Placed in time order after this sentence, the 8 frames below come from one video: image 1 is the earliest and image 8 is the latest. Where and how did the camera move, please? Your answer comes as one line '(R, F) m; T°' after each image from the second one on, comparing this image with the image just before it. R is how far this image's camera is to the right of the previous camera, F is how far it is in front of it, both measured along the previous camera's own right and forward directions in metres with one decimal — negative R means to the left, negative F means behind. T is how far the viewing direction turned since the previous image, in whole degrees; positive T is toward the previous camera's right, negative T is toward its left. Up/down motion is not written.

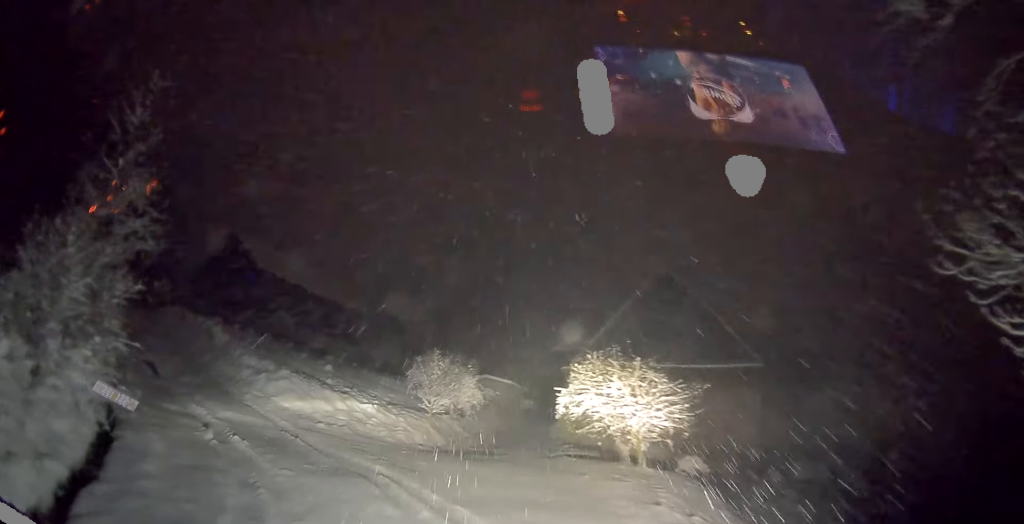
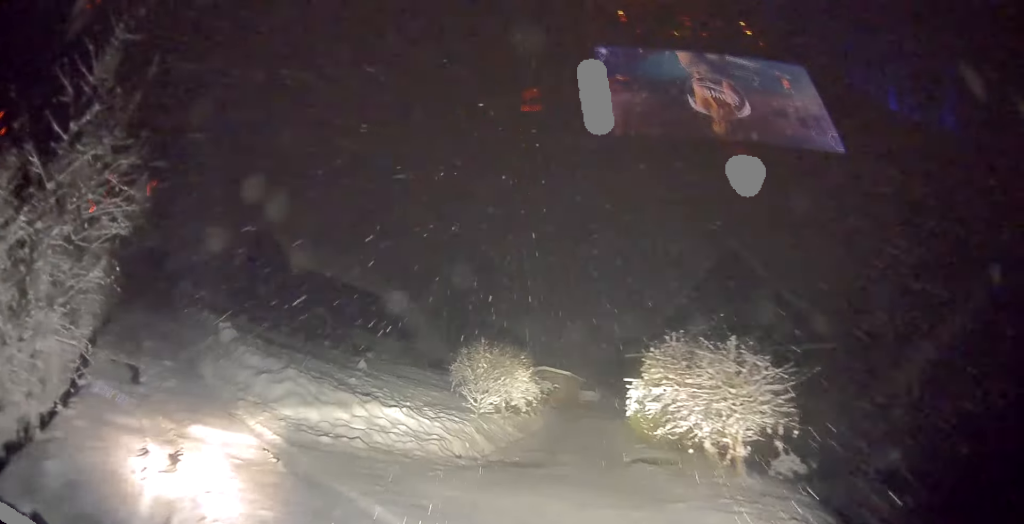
(-0.1, +3.0) m; -3°
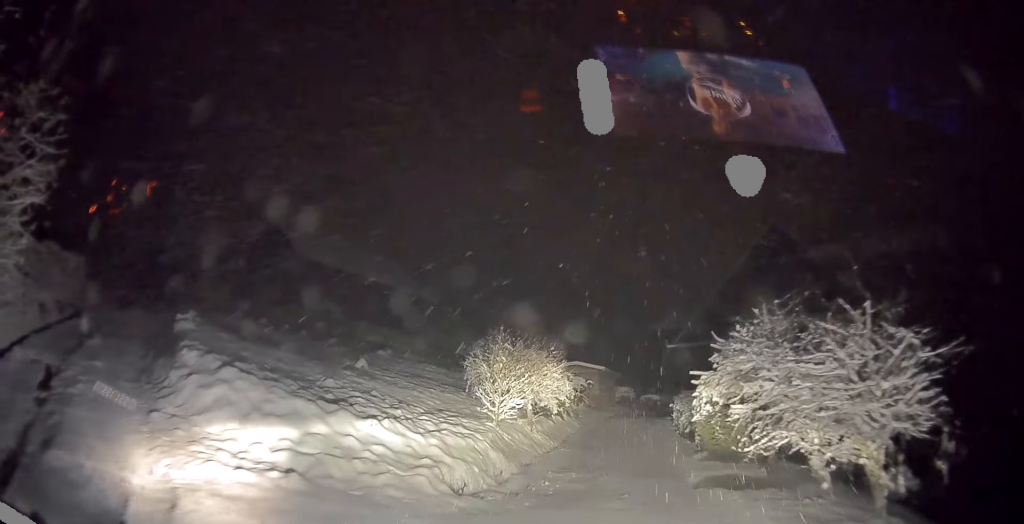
(-0.2, +3.5) m; -3°
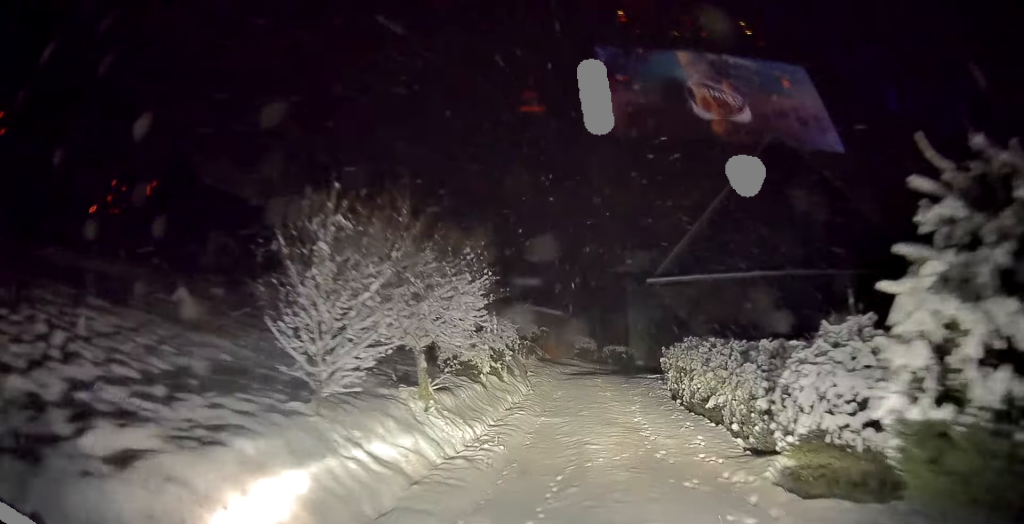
(0.0, +6.7) m; 0°
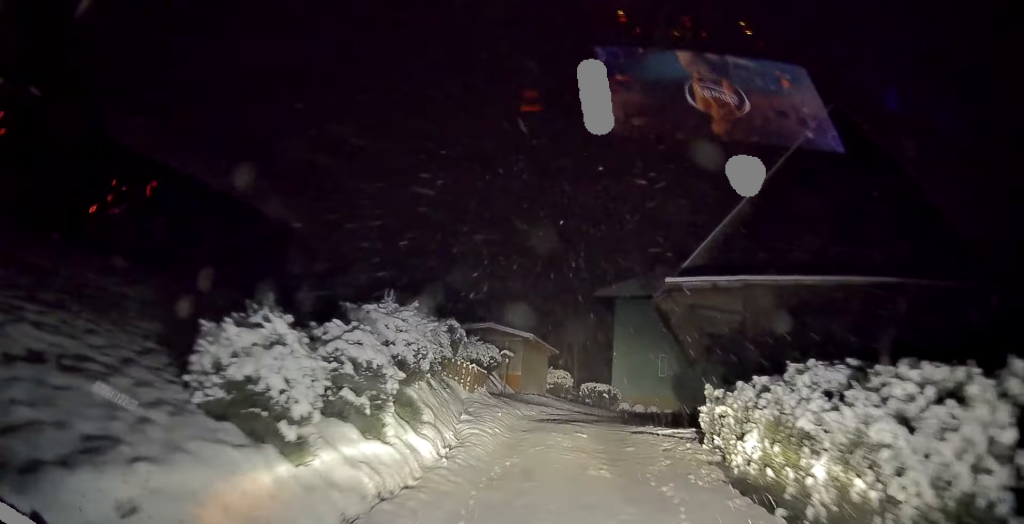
(+0.2, +7.2) m; +3°
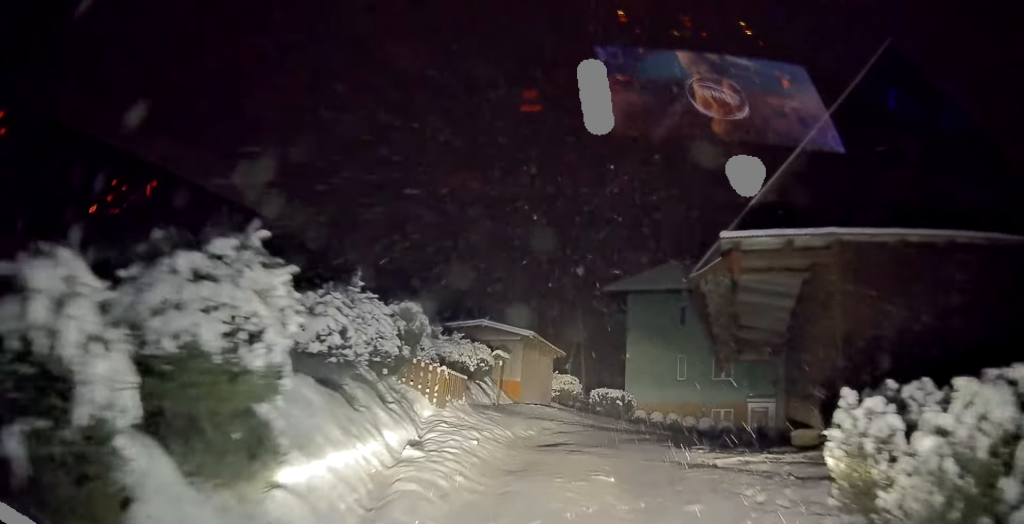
(+0.1, +4.3) m; +1°
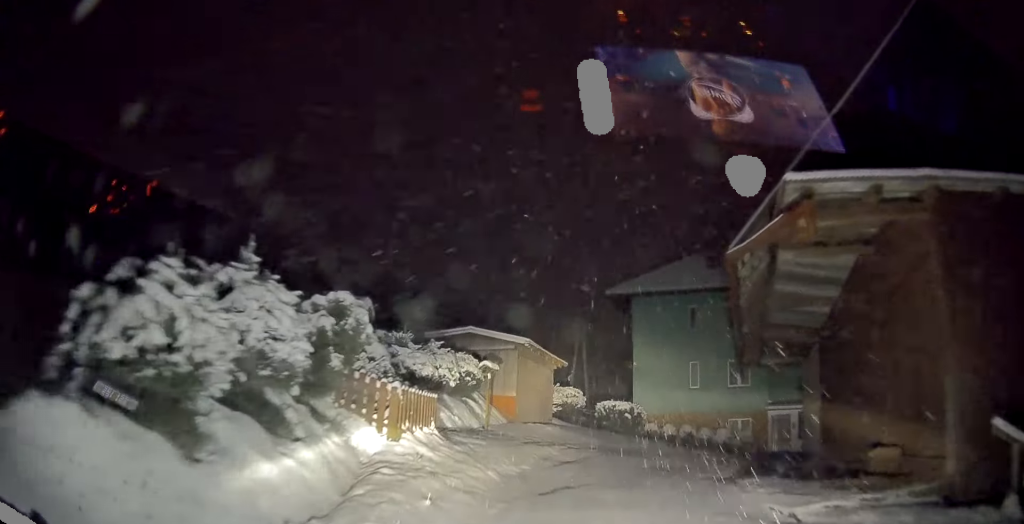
(0.0, +3.0) m; 0°
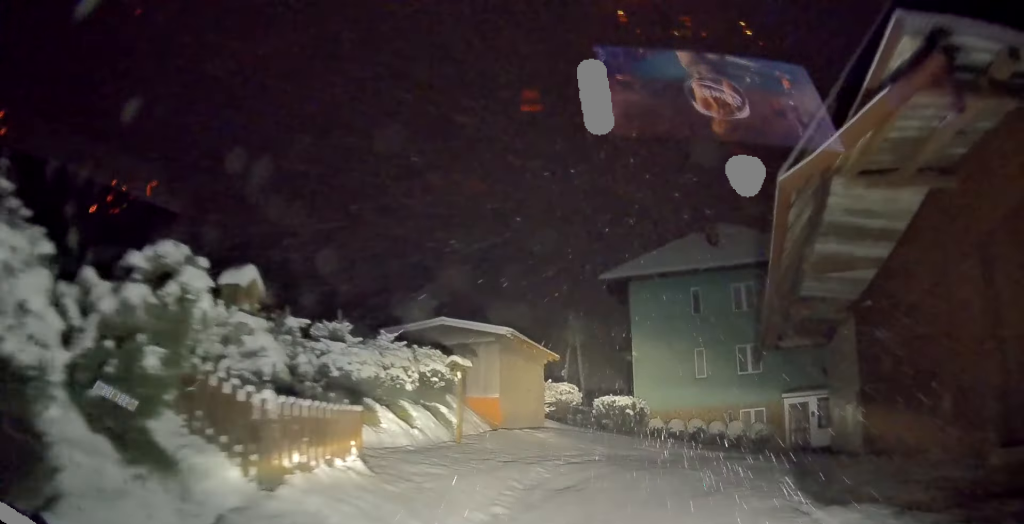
(0.0, +3.0) m; +1°
